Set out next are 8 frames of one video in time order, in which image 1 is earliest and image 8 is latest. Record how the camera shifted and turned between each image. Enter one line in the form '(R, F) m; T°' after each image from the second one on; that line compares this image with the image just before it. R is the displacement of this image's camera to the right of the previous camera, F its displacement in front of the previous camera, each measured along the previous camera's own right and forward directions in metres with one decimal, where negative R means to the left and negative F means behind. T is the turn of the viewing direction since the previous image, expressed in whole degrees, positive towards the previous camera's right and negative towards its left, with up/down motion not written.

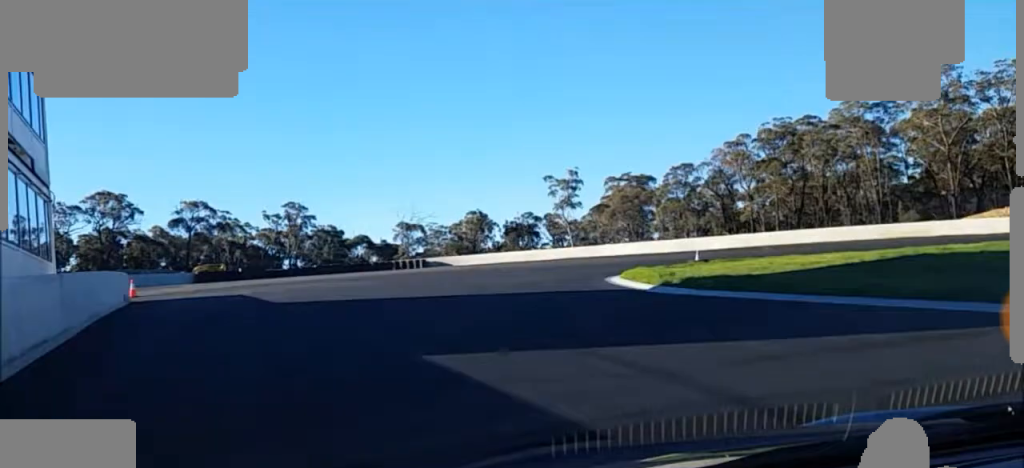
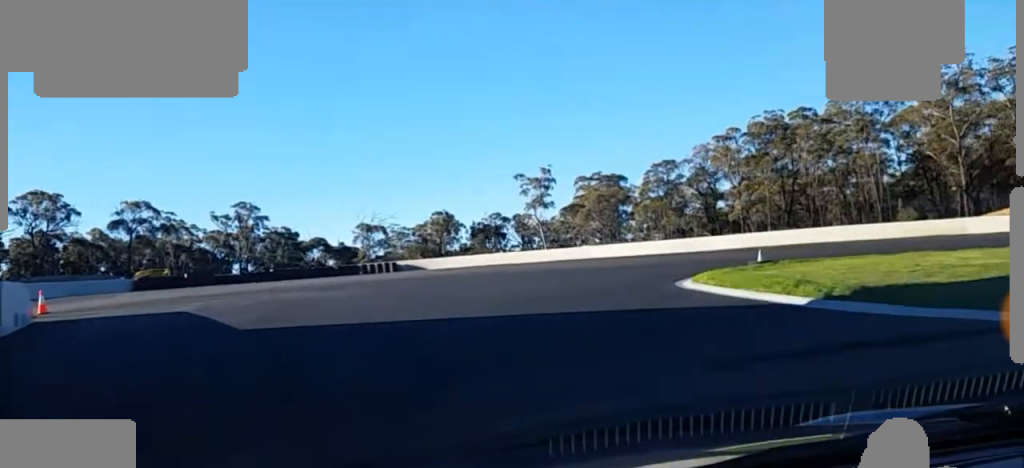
(0.0, +9.4) m; +5°
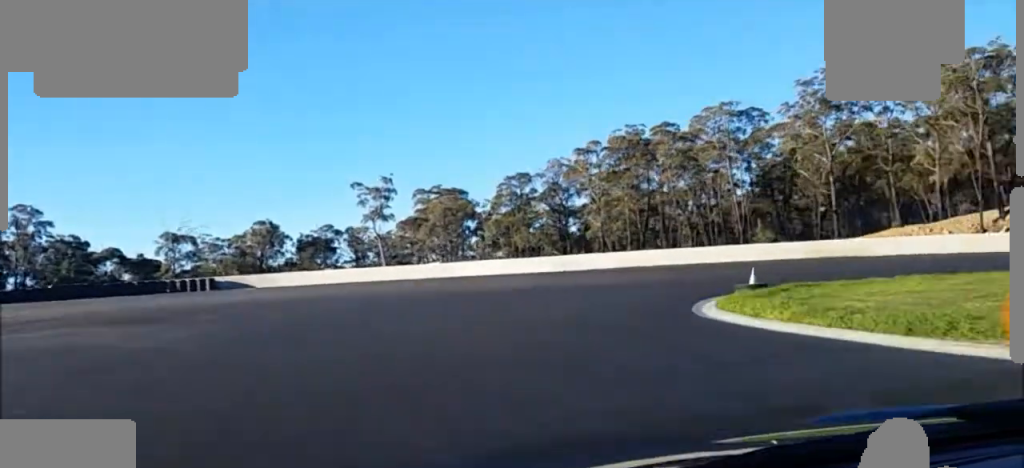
(+0.8, +9.9) m; +12°
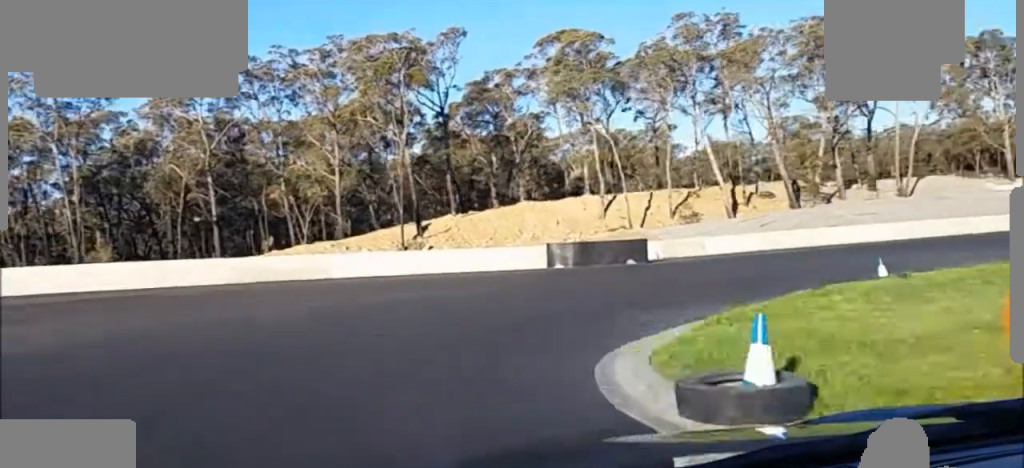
(+7.0, +20.4) m; +39°
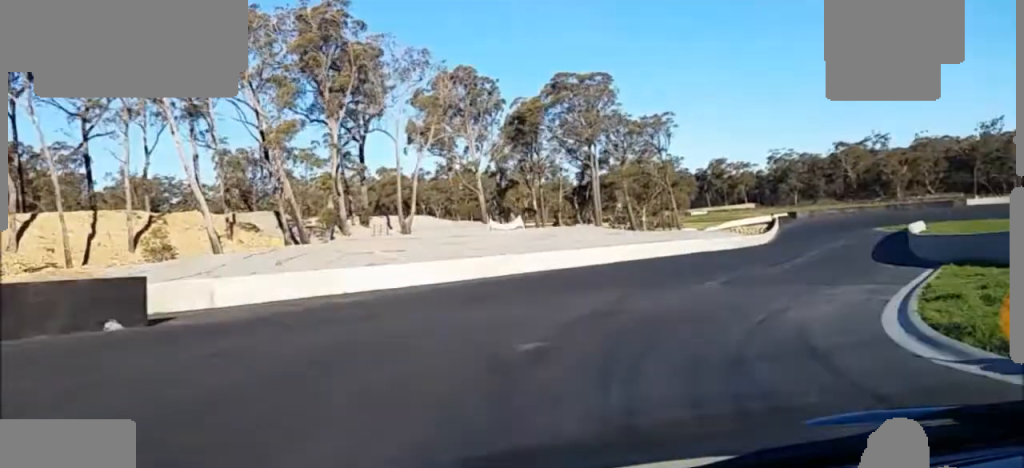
(+4.4, +19.1) m; +30°
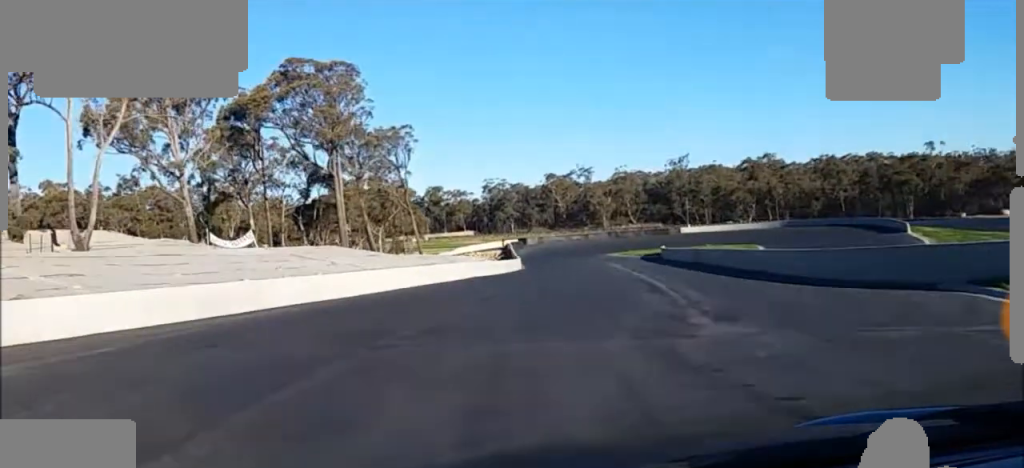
(+3.5, +14.2) m; +30°
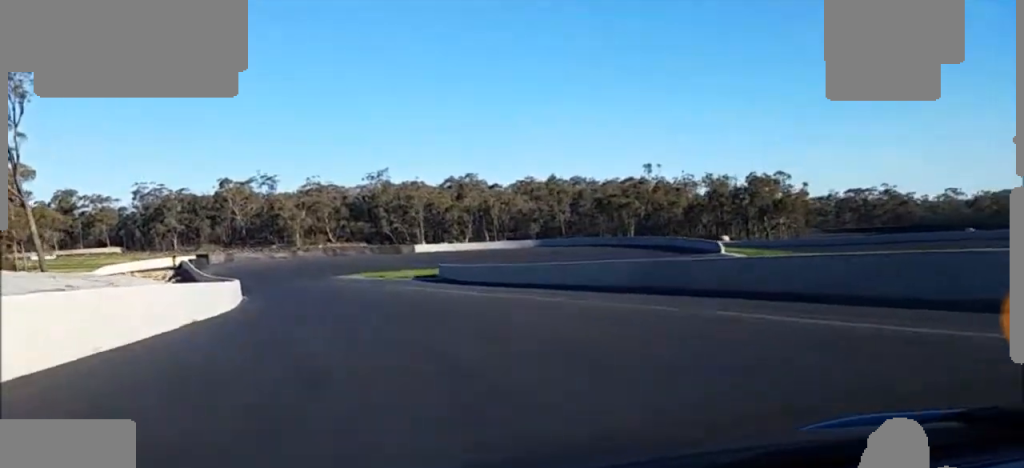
(+12.1, +30.9) m; +29°
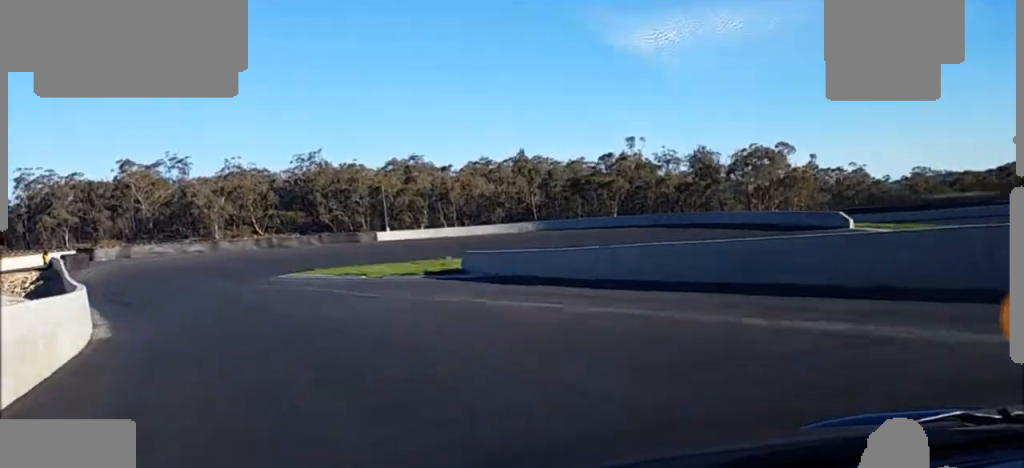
(+0.6, +32.8) m; -2°
